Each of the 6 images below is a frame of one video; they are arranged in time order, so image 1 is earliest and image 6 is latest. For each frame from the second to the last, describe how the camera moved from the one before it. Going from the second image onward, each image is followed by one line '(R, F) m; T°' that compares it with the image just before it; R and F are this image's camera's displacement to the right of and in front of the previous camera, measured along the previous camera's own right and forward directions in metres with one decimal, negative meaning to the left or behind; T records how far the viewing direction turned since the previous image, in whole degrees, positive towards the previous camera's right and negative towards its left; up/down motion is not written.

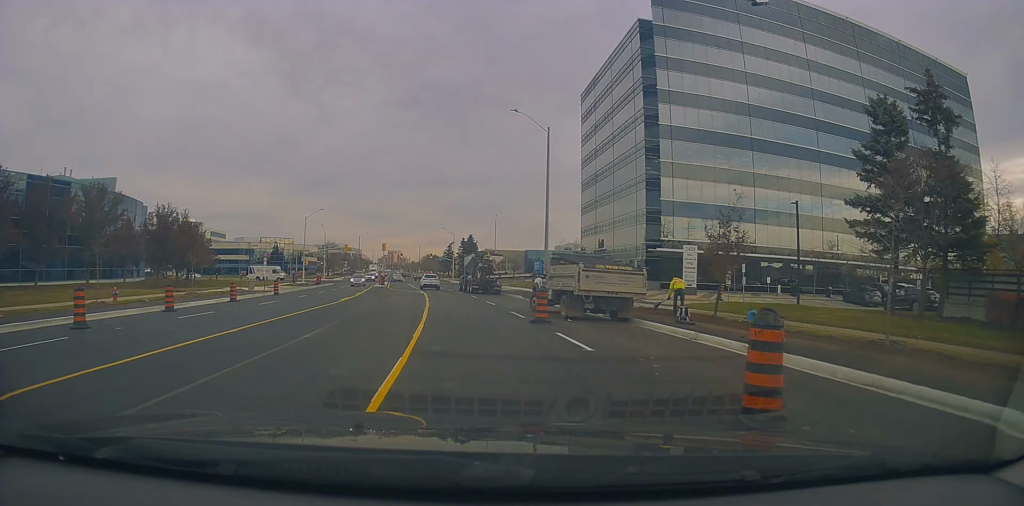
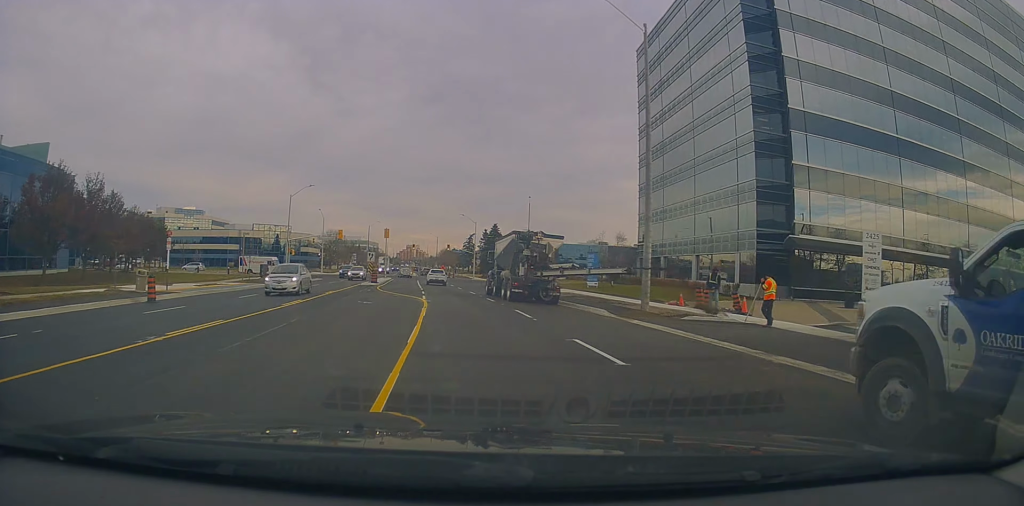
(-0.4, +19.4) m; -3°
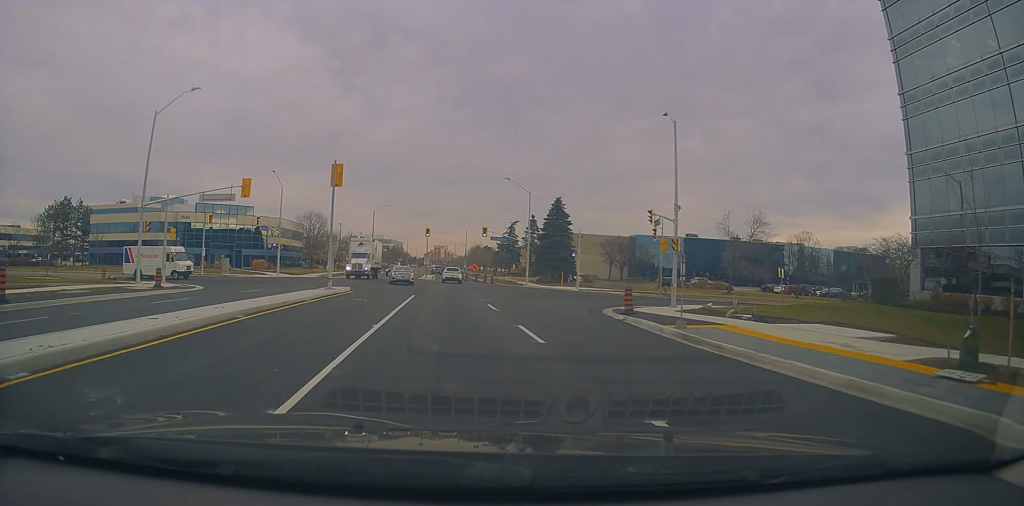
(-1.7, +43.1) m; -4°
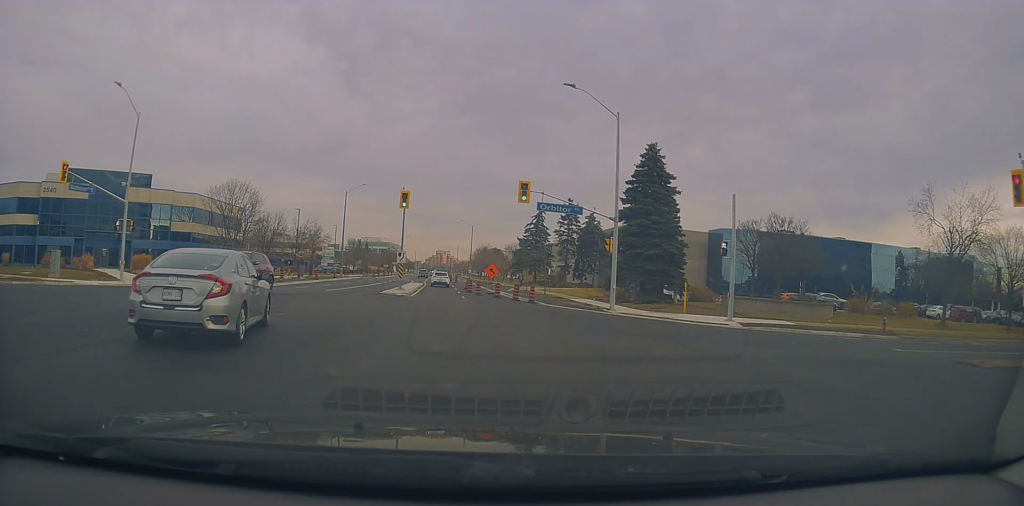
(-0.5, +34.8) m; -1°
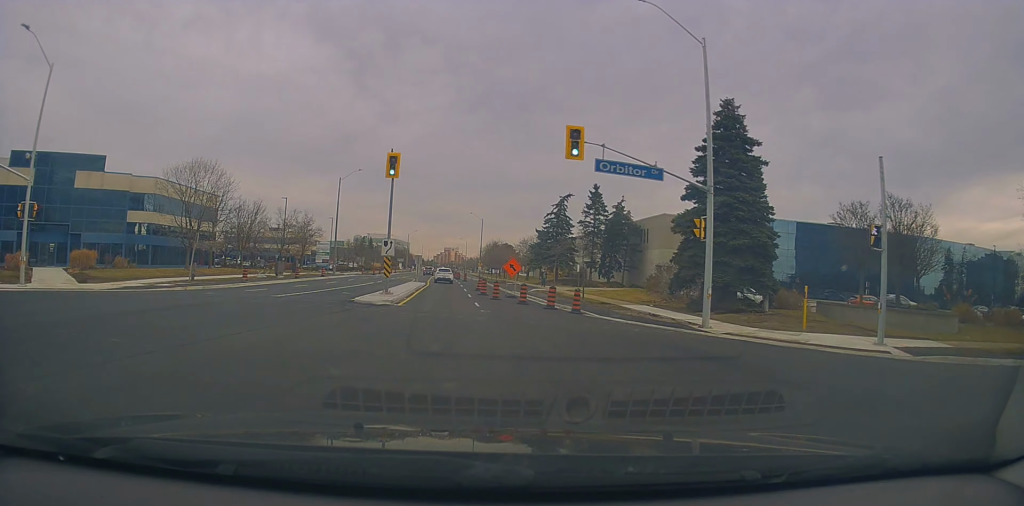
(-0.1, +10.2) m; 0°
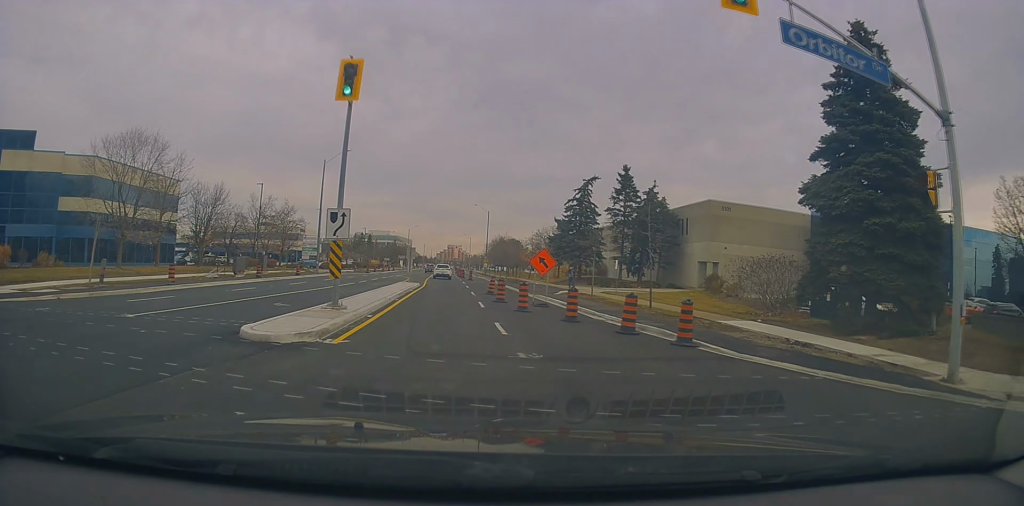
(+0.3, +11.6) m; -1°
